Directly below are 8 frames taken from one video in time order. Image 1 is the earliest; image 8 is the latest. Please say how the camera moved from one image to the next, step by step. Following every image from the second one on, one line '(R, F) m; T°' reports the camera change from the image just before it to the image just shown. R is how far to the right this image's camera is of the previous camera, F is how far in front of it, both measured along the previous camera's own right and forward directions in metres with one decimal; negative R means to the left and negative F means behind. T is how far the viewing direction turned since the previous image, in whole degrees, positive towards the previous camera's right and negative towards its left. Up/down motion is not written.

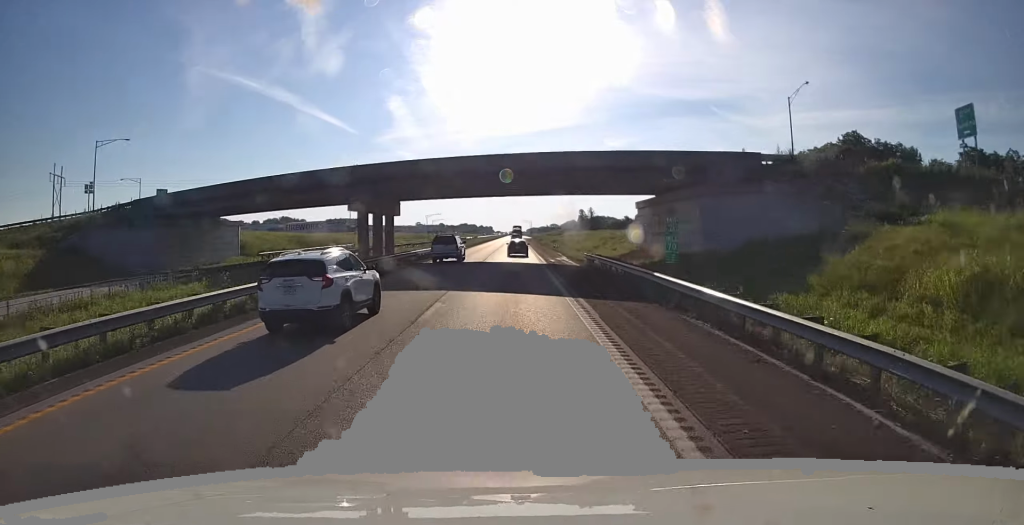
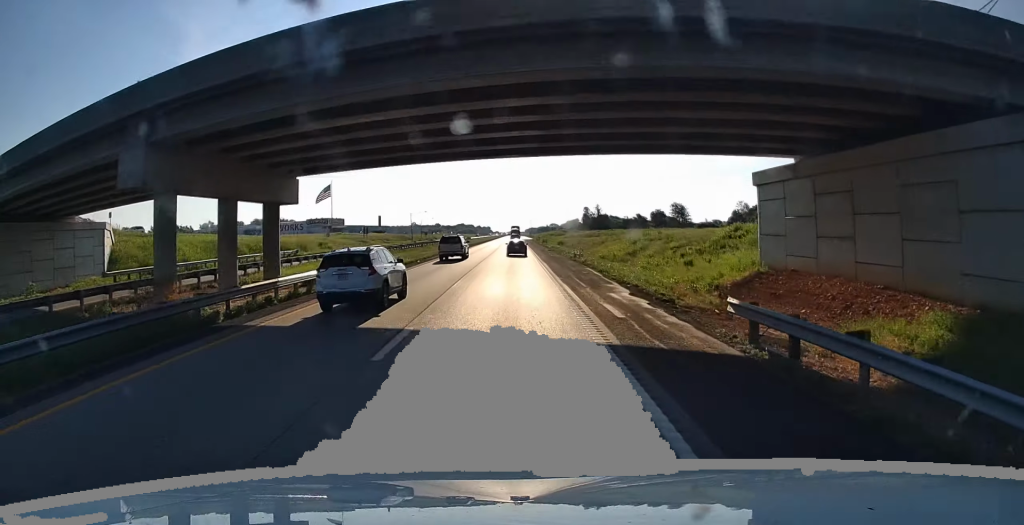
(-0.2, +28.1) m; 0°
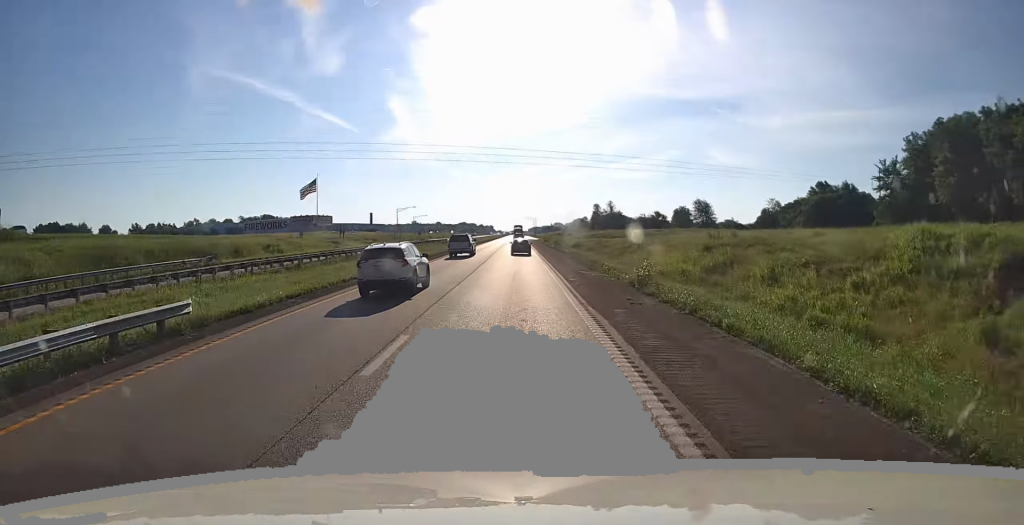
(+0.1, +25.1) m; 0°
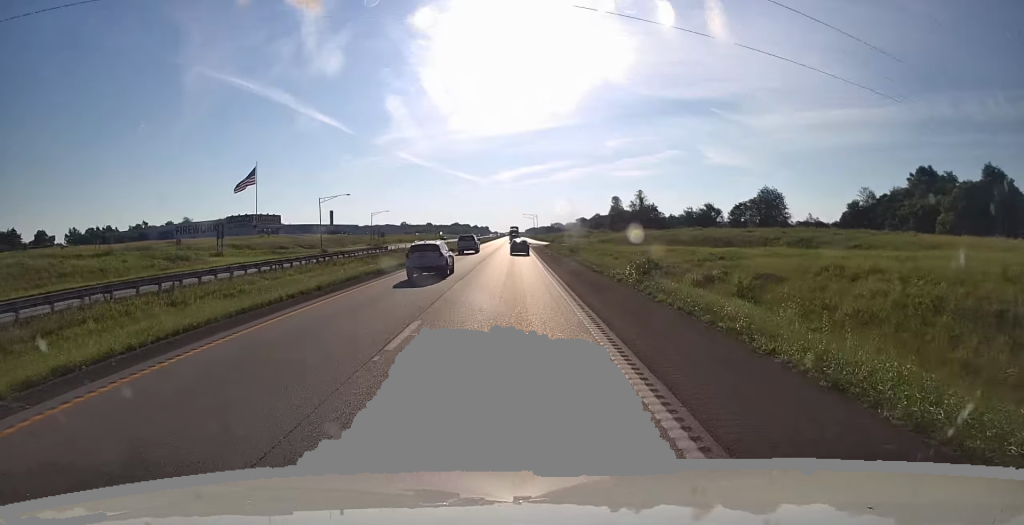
(0.0, +58.3) m; 0°
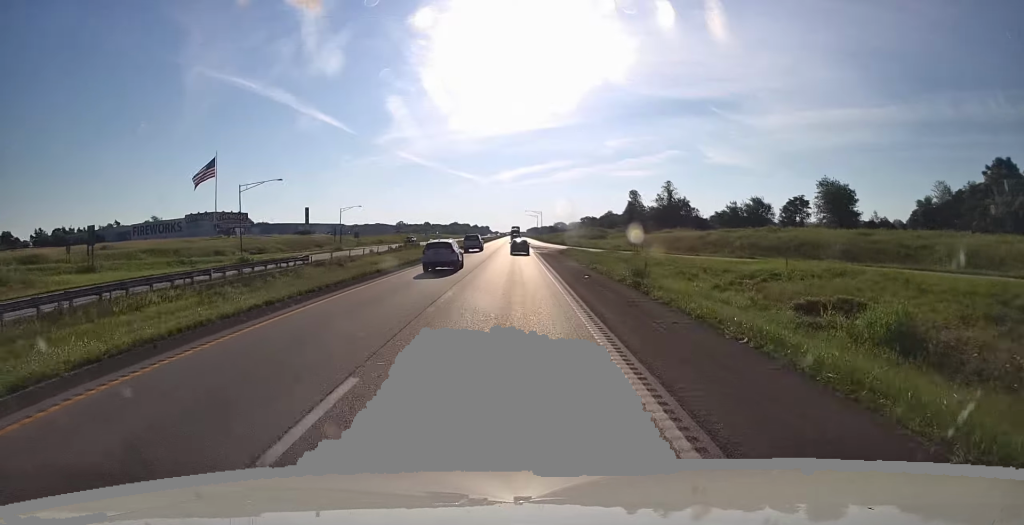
(0.0, +29.2) m; 0°
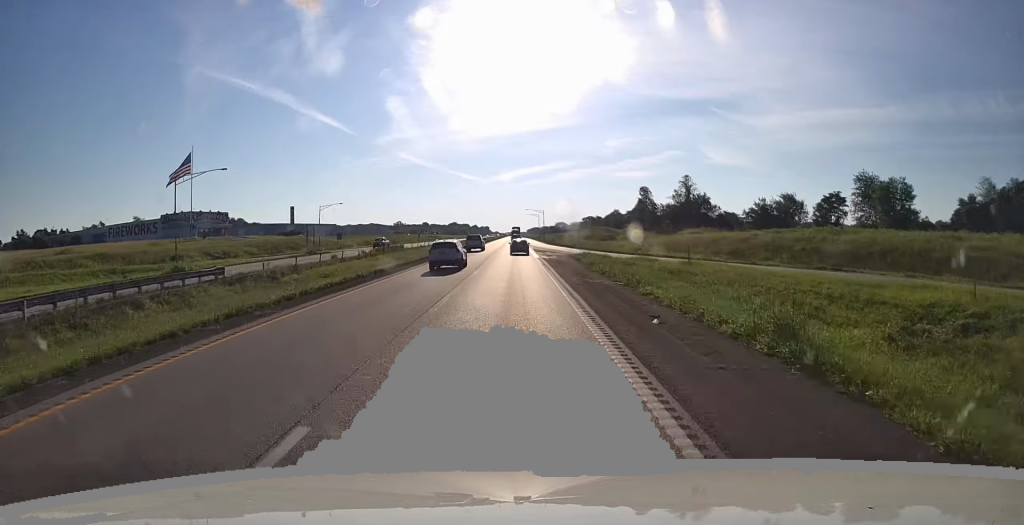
(-0.1, +14.1) m; 0°
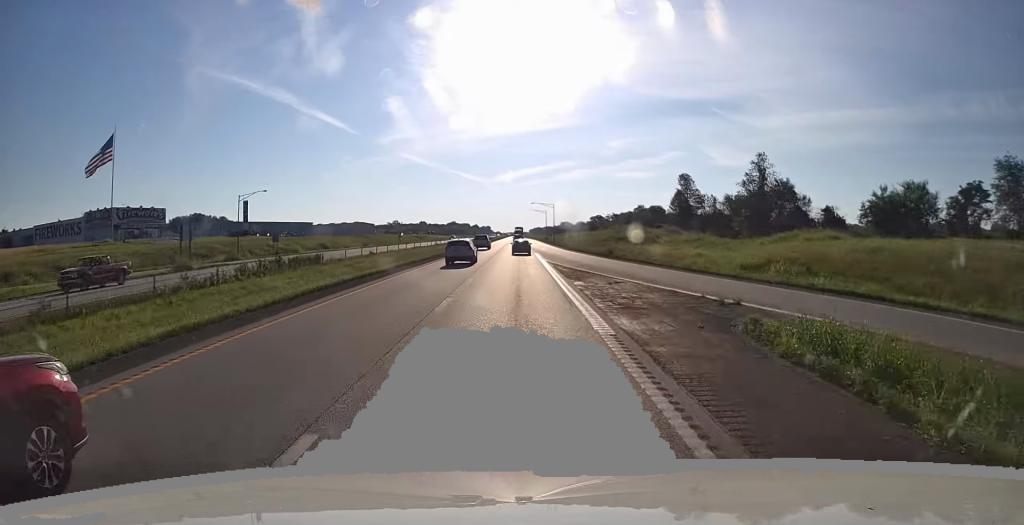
(+0.4, +36.2) m; 0°
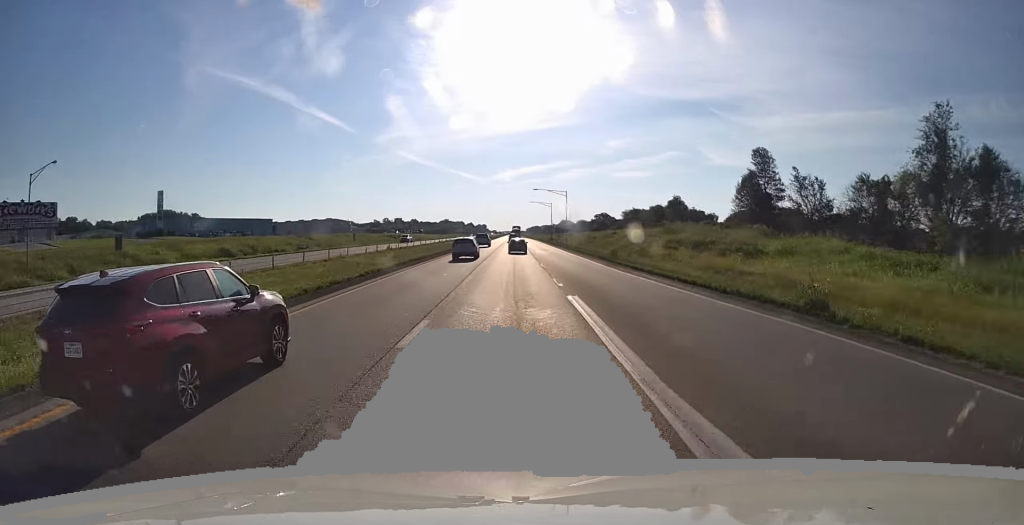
(-0.5, +40.5) m; -1°
